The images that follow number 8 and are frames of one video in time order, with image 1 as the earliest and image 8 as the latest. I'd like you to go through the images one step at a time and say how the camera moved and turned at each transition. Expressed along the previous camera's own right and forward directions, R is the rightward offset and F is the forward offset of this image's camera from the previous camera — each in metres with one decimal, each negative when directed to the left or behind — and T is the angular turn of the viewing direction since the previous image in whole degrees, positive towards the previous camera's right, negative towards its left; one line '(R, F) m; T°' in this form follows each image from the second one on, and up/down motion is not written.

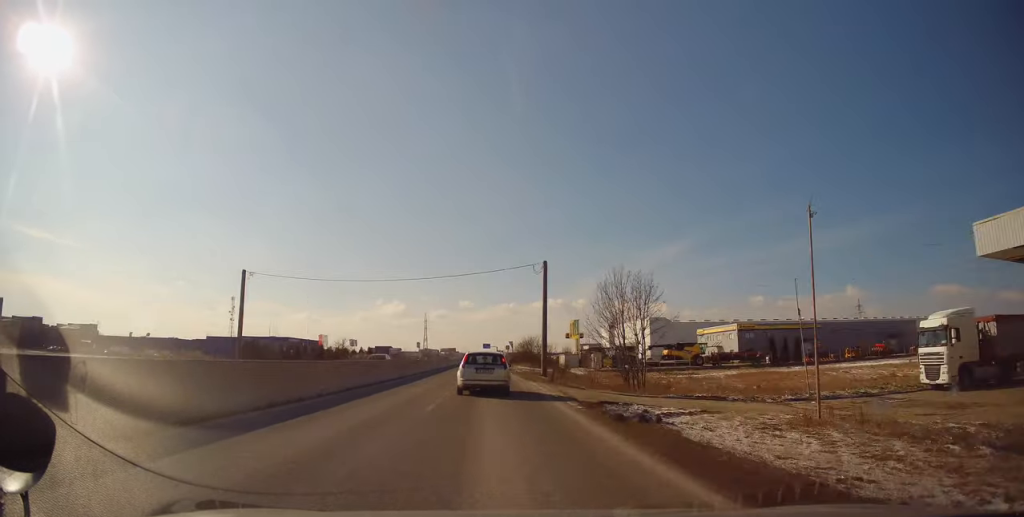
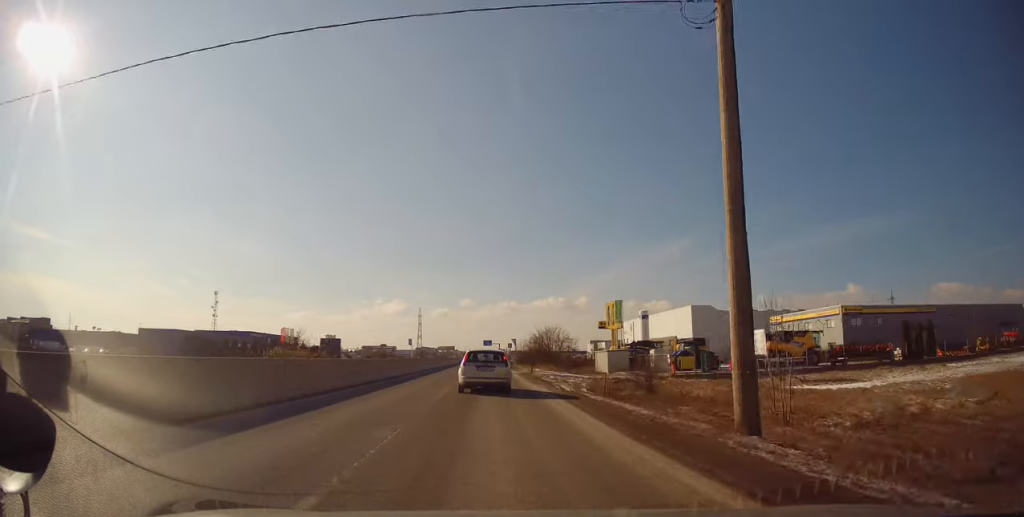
(-0.1, +33.4) m; 0°
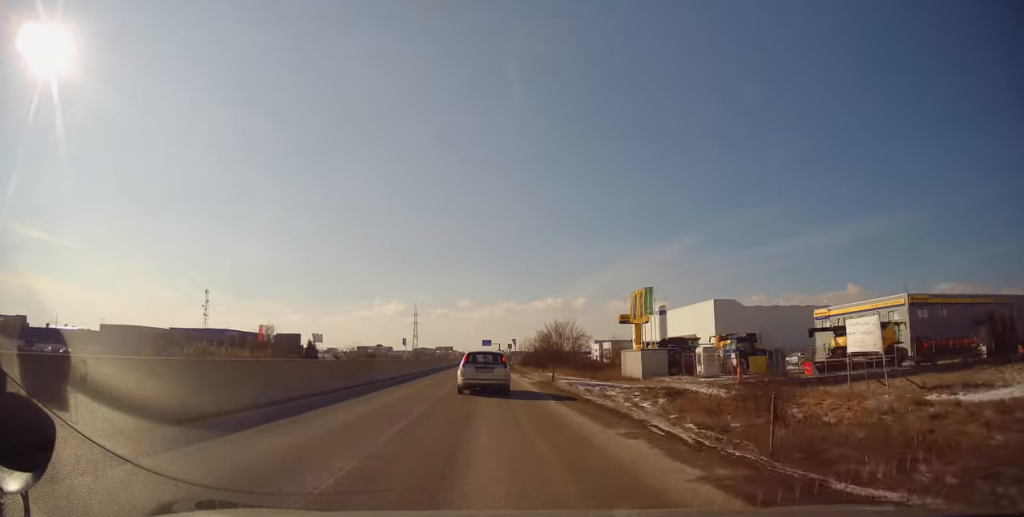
(0.0, +14.1) m; 0°
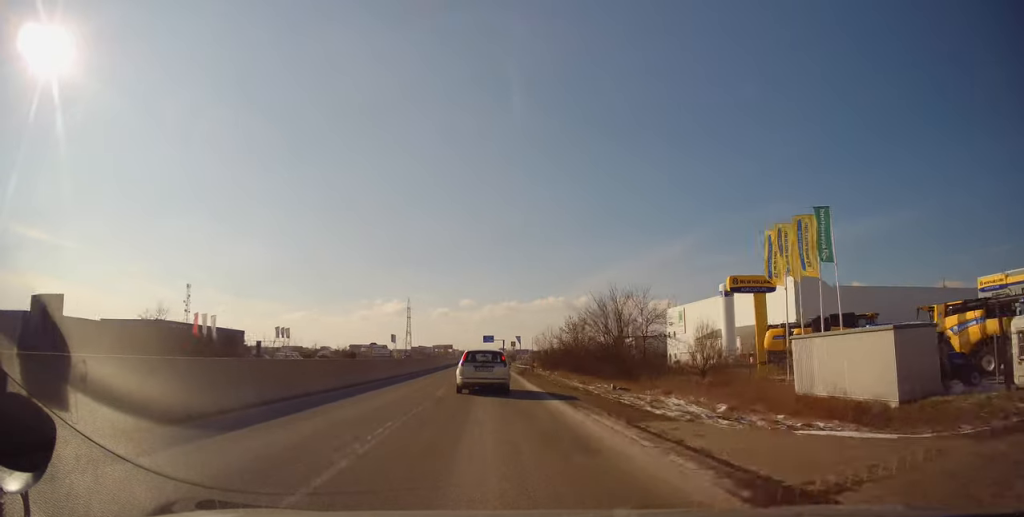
(0.0, +31.9) m; 0°
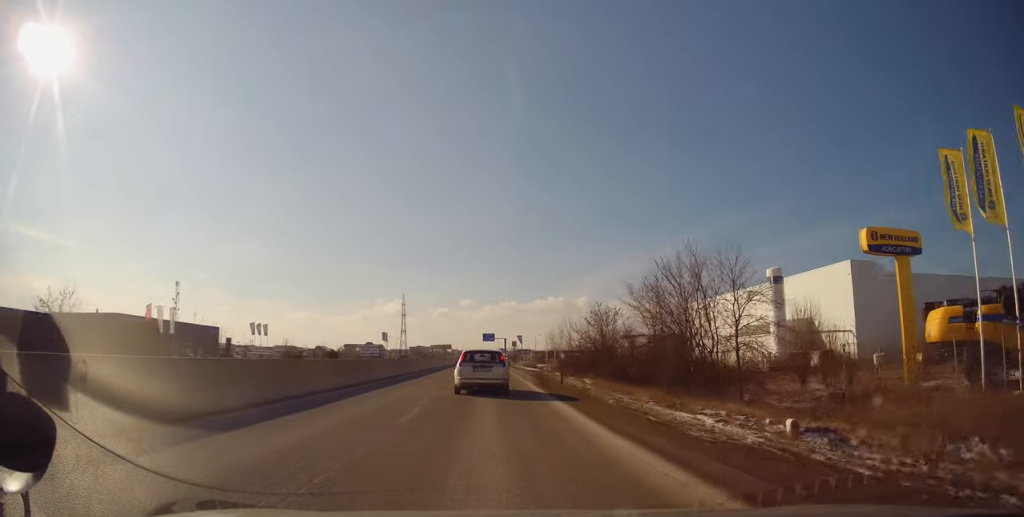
(0.0, +15.3) m; 0°
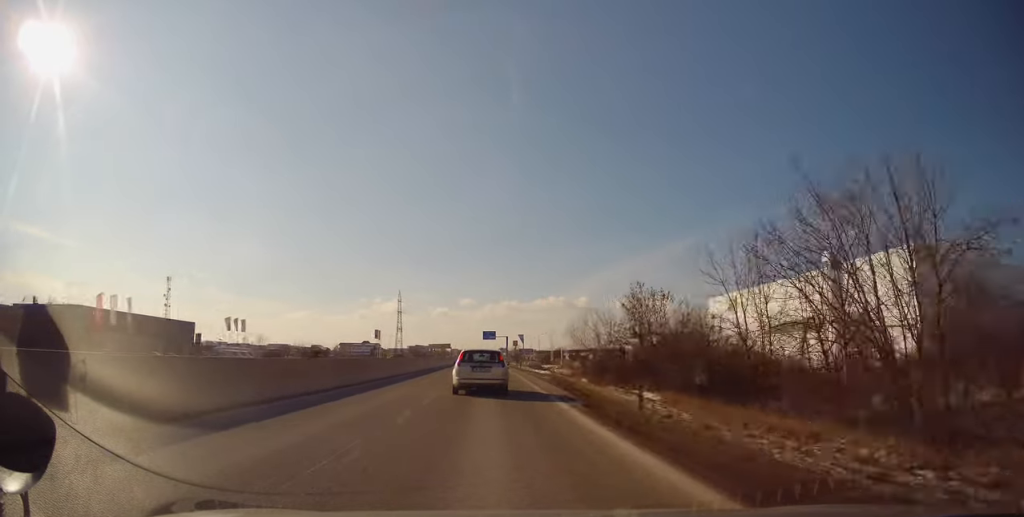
(0.0, +12.8) m; 0°
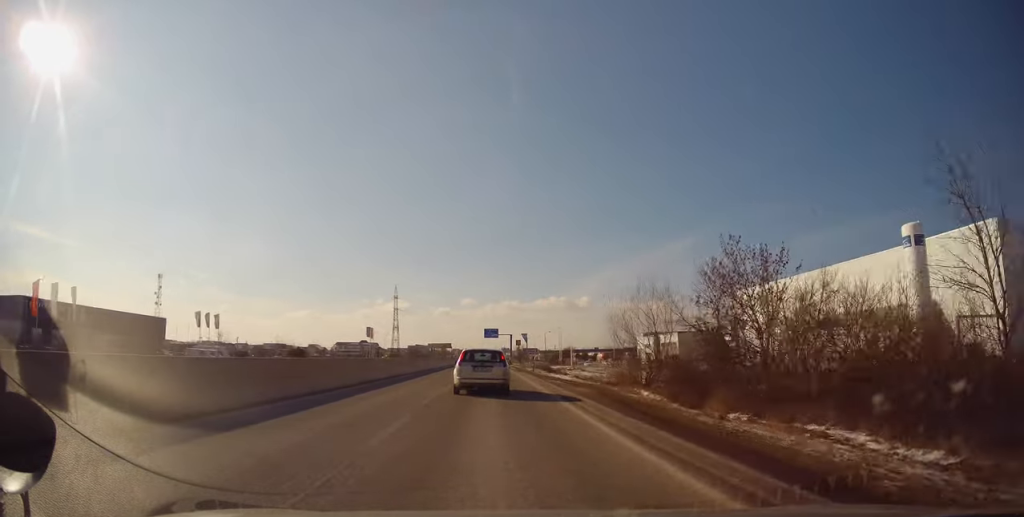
(0.0, +13.4) m; 0°
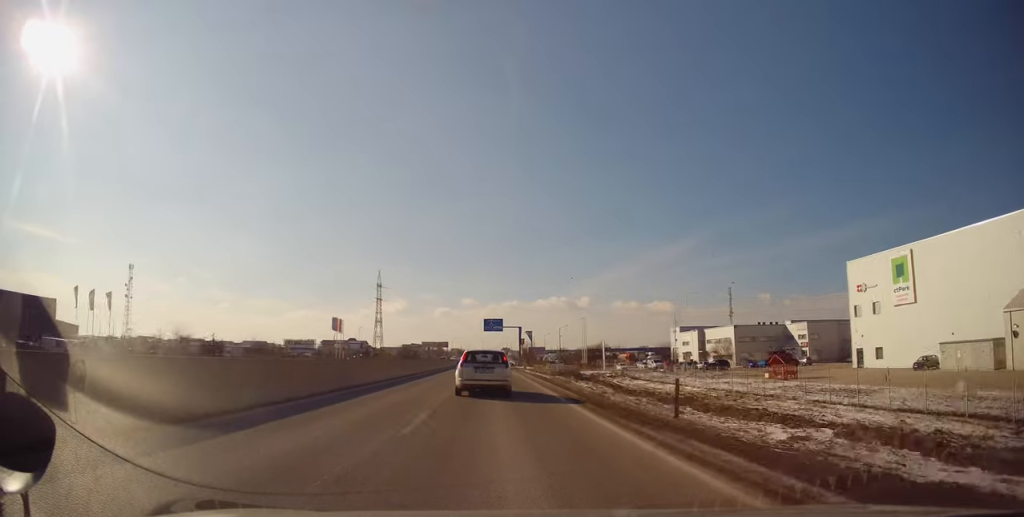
(-0.2, +34.7) m; +1°
